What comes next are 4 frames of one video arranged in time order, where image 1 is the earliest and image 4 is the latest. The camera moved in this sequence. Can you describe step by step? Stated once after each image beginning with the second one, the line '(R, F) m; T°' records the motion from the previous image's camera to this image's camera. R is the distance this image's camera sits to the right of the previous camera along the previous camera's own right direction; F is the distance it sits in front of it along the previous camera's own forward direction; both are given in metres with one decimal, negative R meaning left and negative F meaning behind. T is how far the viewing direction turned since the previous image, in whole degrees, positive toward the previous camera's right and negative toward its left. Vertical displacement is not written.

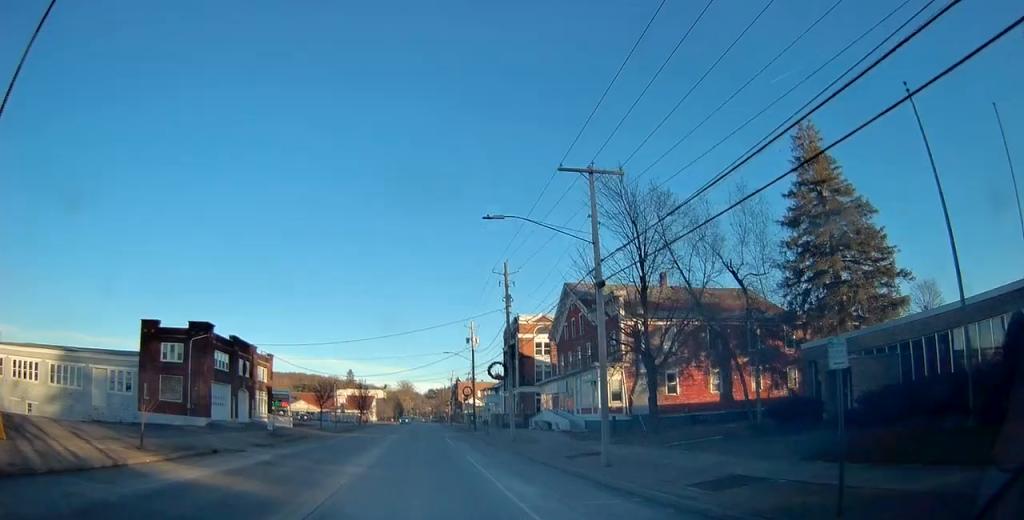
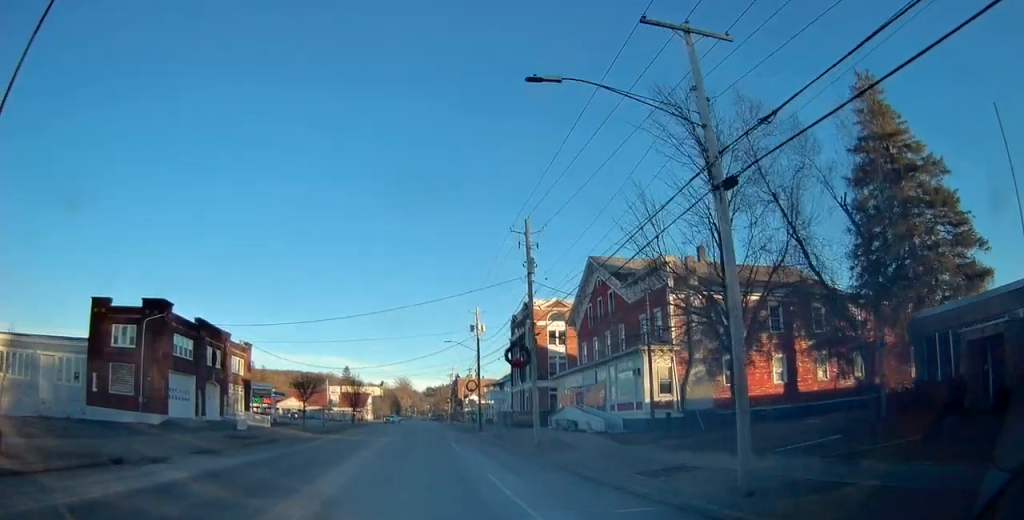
(0.0, +8.7) m; +1°
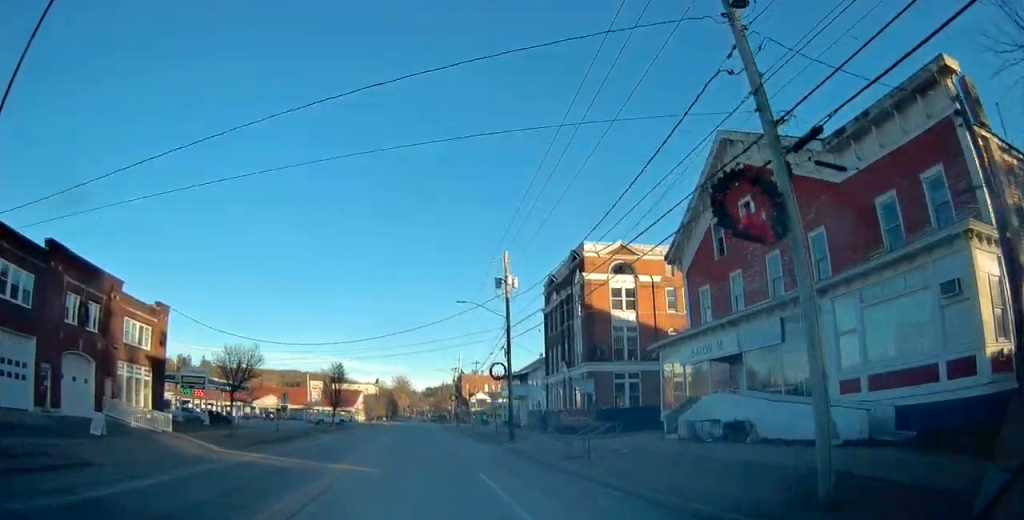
(-0.2, +21.8) m; -1°
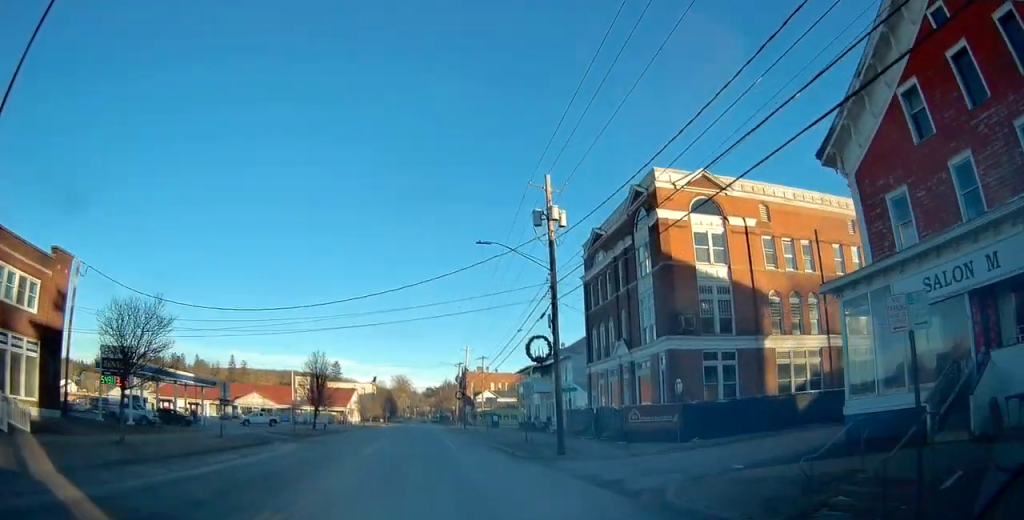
(+0.3, +13.6) m; +1°
